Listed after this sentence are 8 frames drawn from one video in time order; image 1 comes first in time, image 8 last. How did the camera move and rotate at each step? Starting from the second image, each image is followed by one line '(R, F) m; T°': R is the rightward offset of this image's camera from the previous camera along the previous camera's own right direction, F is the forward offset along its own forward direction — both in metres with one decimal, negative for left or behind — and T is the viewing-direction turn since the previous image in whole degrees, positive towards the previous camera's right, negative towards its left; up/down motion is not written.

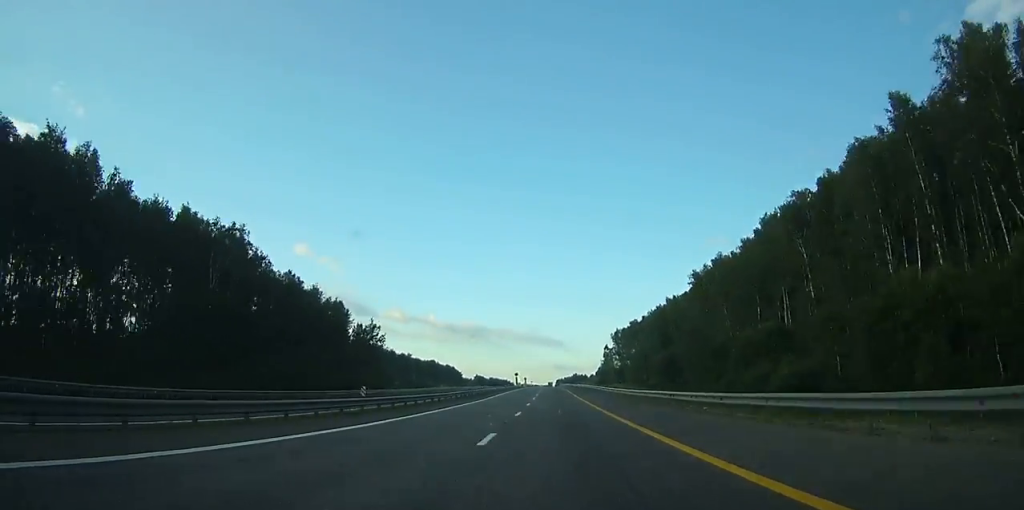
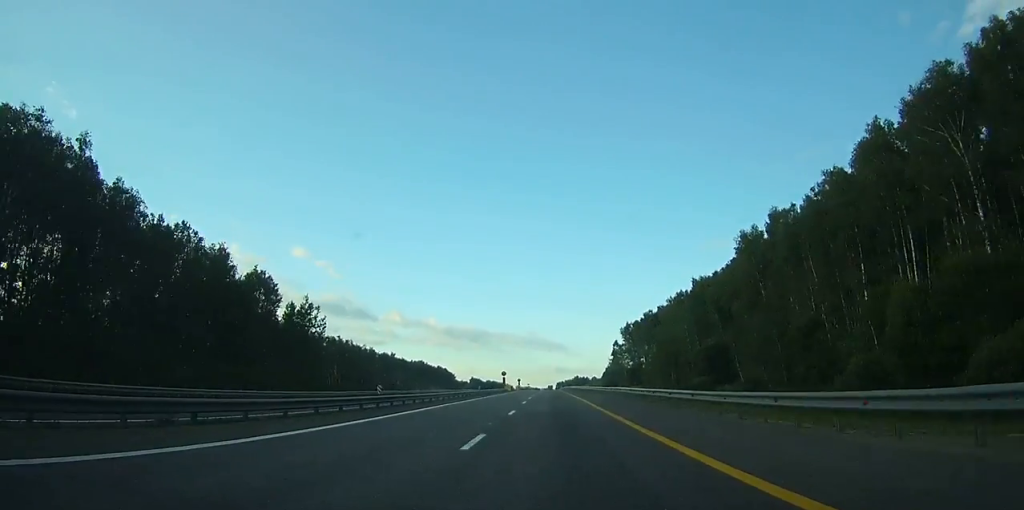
(-0.2, +40.4) m; 0°
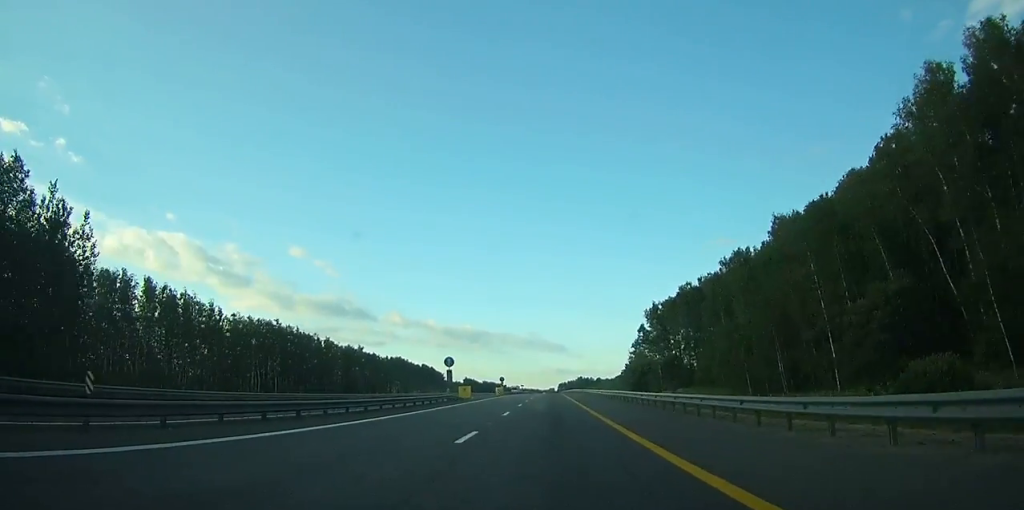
(-0.1, +59.4) m; 0°
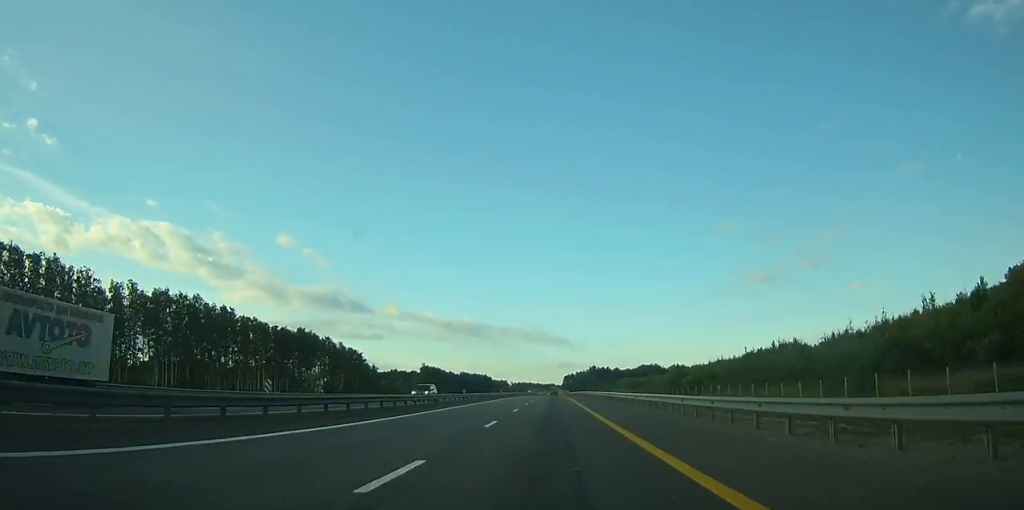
(-0.6, +185.6) m; 0°
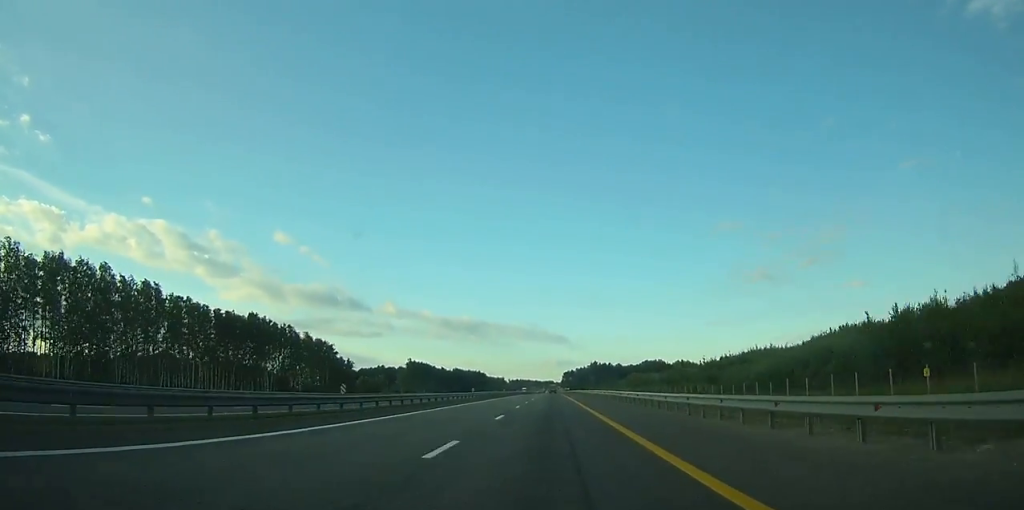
(0.0, +28.8) m; 0°
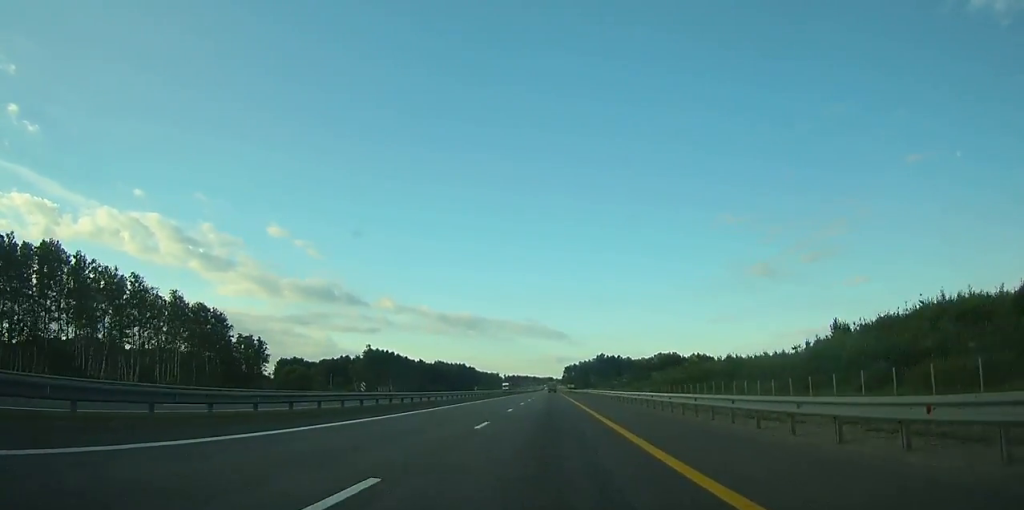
(+0.1, +74.1) m; 0°
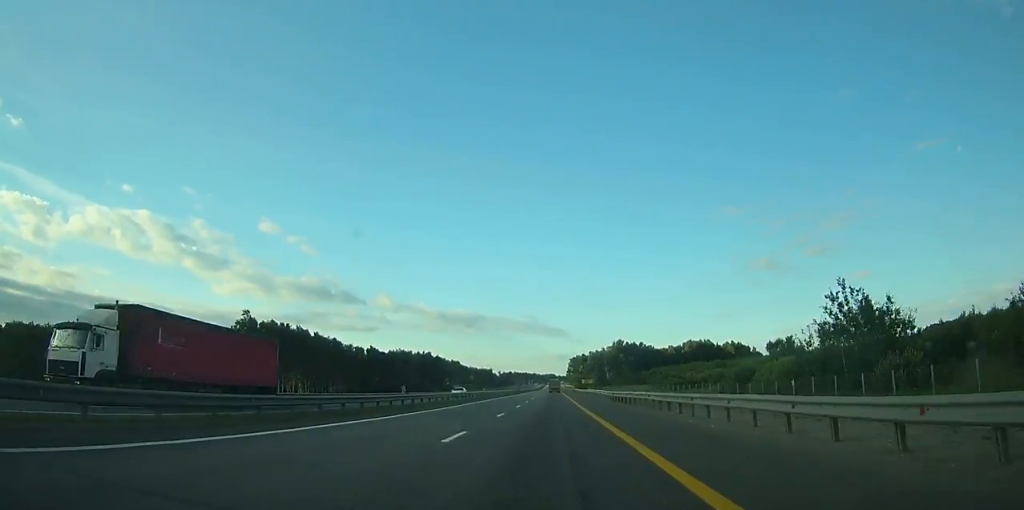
(+0.1, +111.1) m; 0°
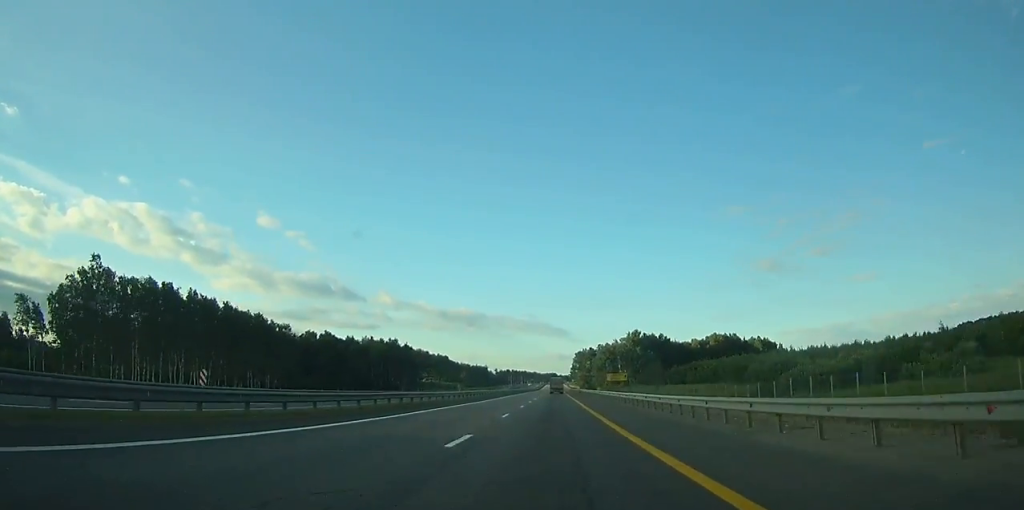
(0.0, +59.1) m; 0°
